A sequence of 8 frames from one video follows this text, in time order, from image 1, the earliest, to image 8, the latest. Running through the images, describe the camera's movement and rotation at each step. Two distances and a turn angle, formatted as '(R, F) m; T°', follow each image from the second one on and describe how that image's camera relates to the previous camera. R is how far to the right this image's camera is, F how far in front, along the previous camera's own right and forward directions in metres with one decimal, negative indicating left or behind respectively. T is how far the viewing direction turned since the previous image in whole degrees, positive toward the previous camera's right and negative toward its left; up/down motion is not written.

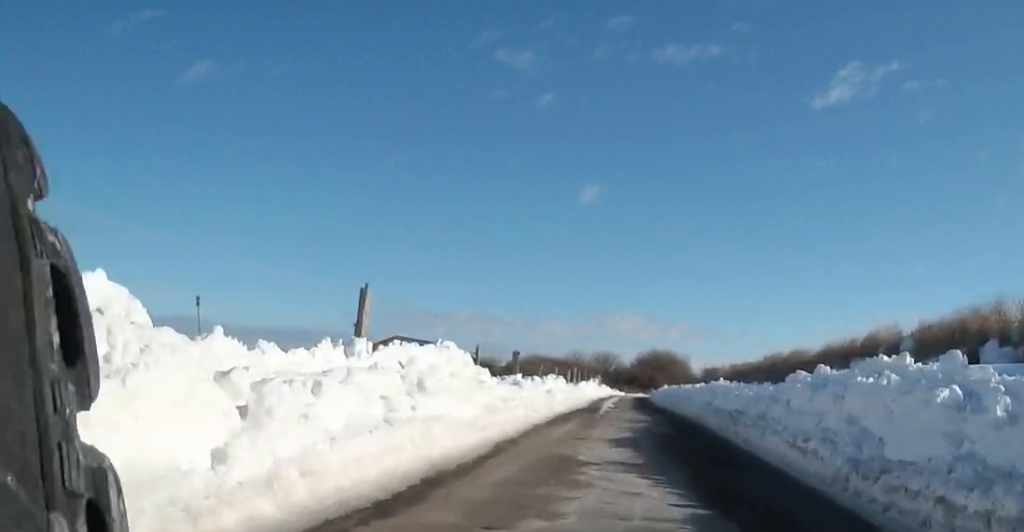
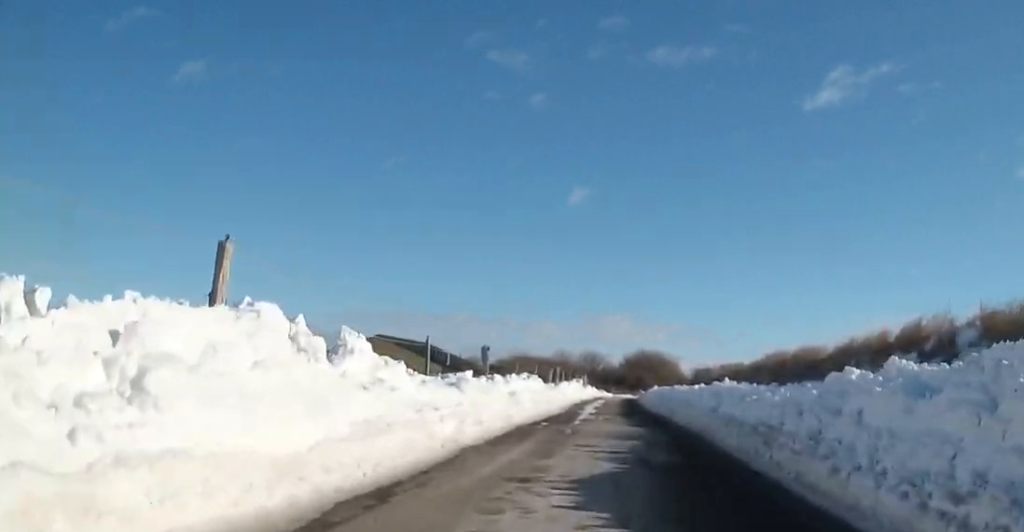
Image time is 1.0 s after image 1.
(+0.6, +3.3) m; -5°
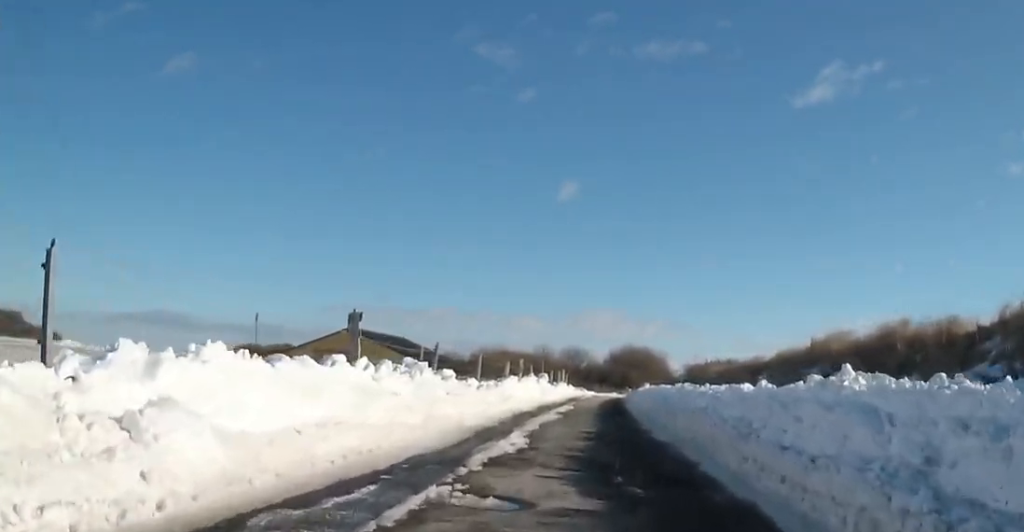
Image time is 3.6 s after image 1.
(-0.1, +8.4) m; +8°
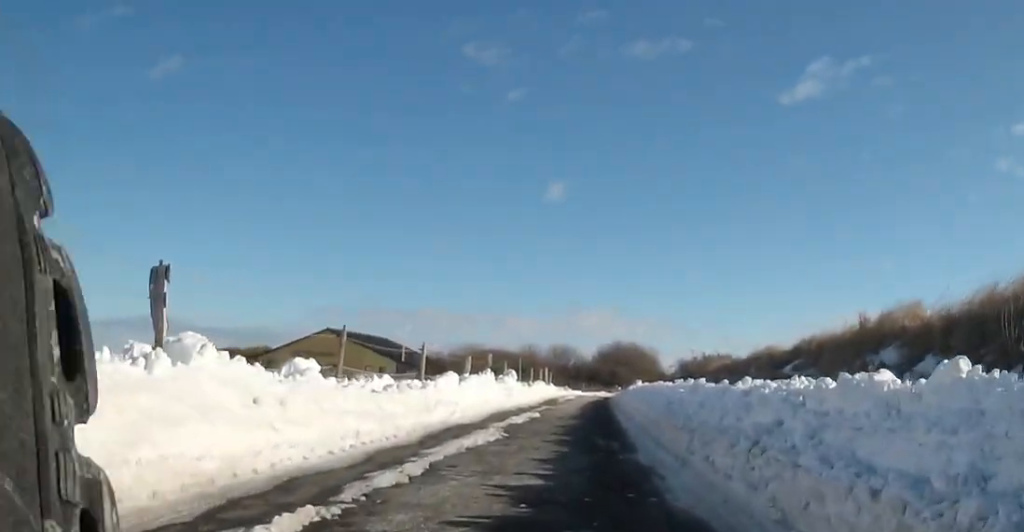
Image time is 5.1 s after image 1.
(-0.6, +4.5) m; -10°
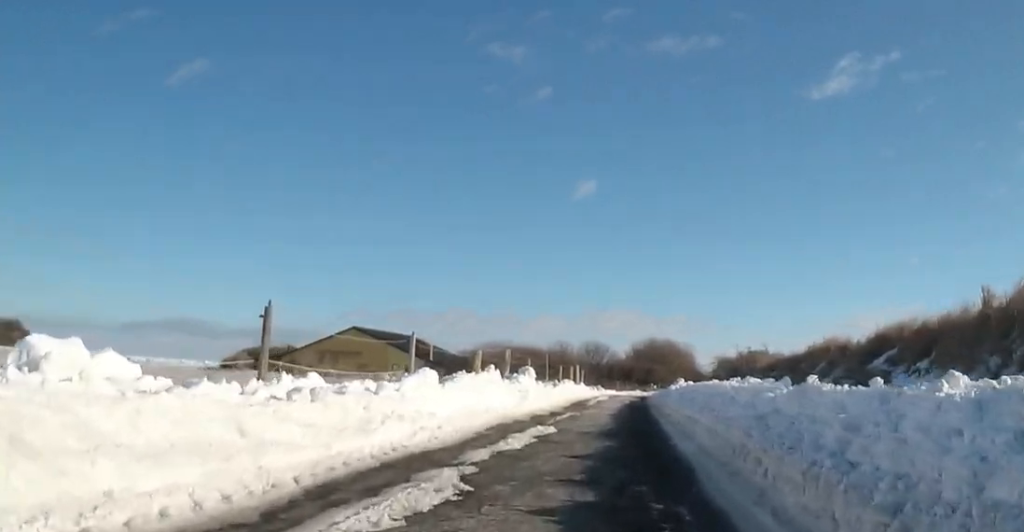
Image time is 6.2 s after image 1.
(0.0, +3.4) m; -9°
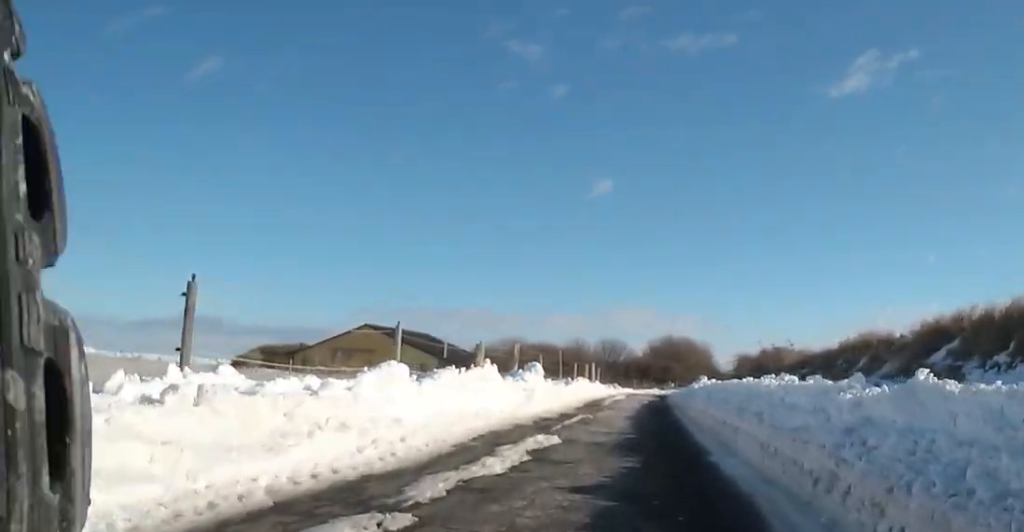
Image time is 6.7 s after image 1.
(-0.3, +1.6) m; +3°
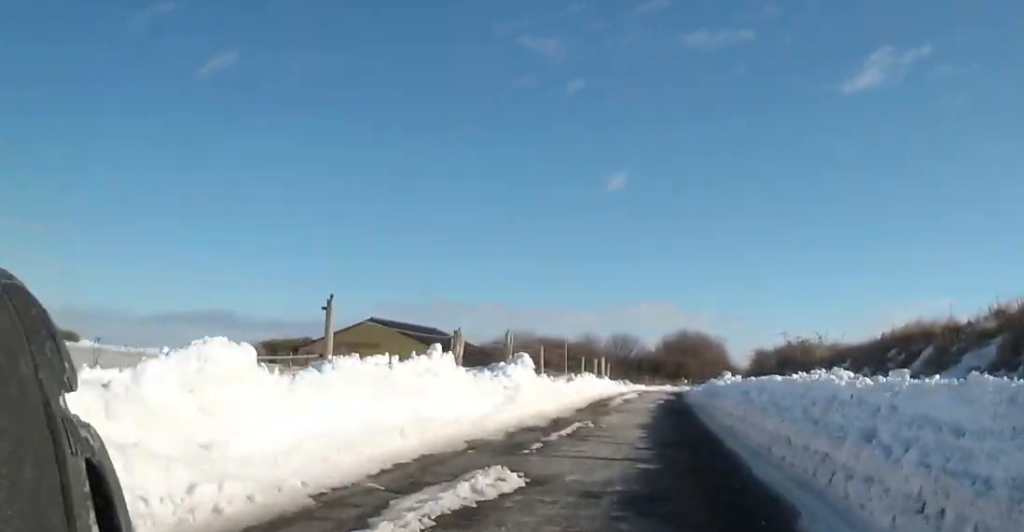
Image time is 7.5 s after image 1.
(-0.4, +2.6) m; +6°
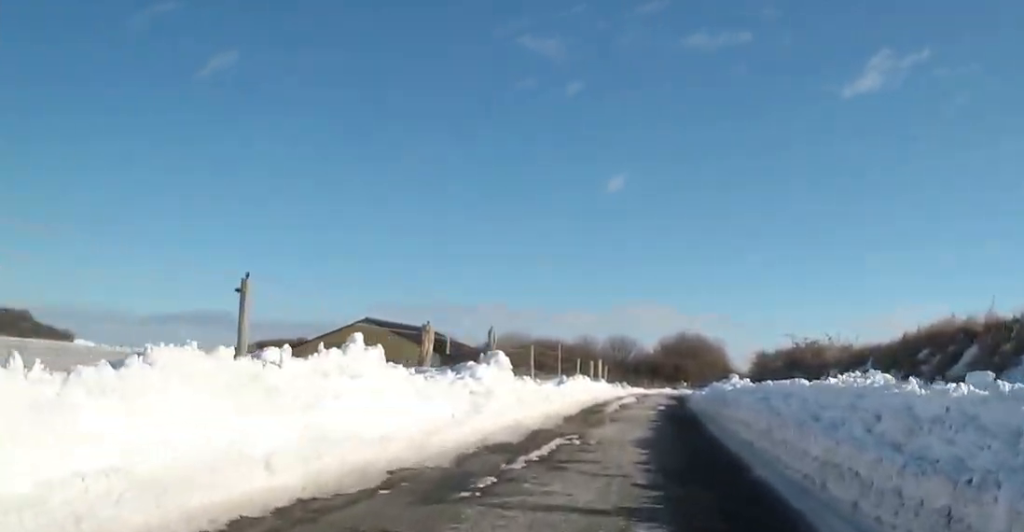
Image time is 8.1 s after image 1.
(+0.6, +1.7) m; 0°
